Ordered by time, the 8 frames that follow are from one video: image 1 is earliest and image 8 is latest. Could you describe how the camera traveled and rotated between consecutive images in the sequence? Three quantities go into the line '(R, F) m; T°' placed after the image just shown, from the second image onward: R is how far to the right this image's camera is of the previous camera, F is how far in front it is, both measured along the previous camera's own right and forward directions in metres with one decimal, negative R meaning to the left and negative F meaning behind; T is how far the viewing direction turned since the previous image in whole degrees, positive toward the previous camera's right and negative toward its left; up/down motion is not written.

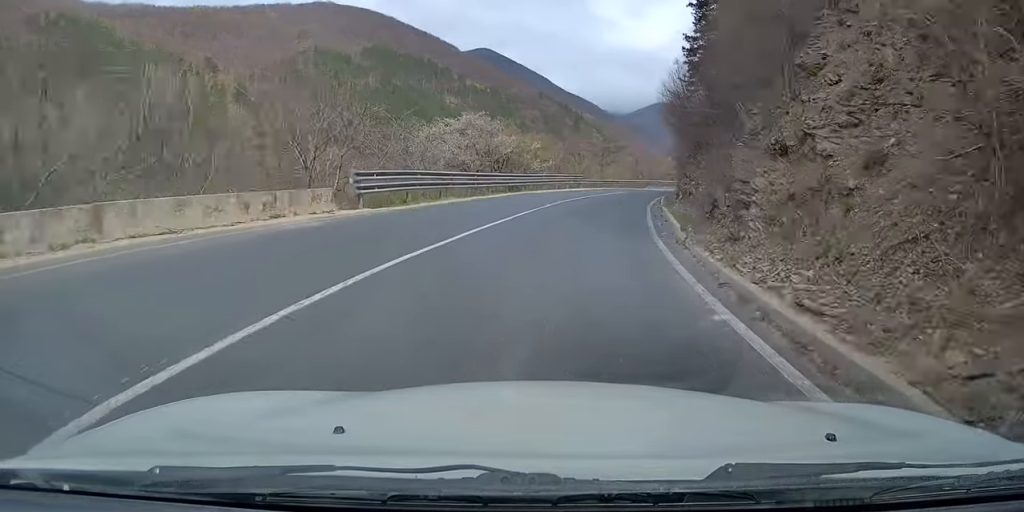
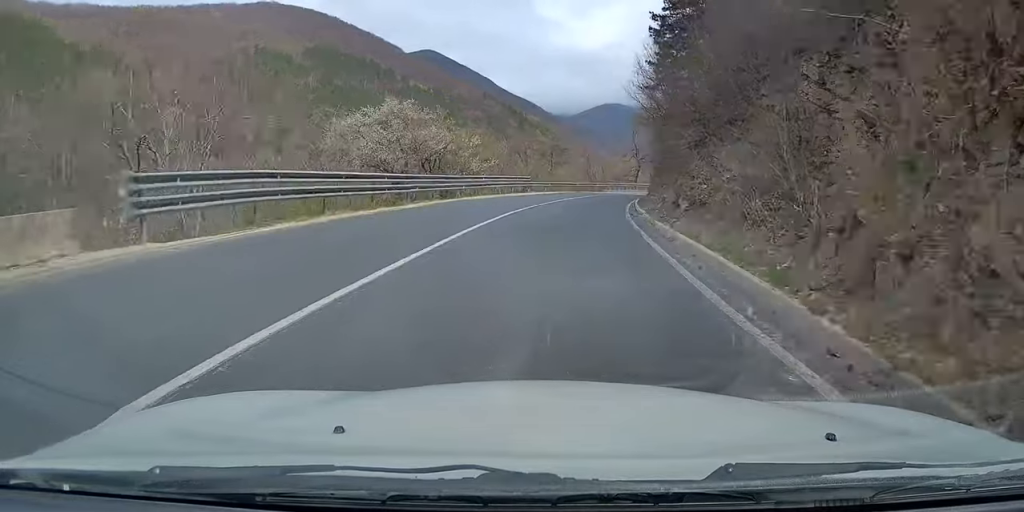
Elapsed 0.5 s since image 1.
(0.0, +10.5) m; +4°
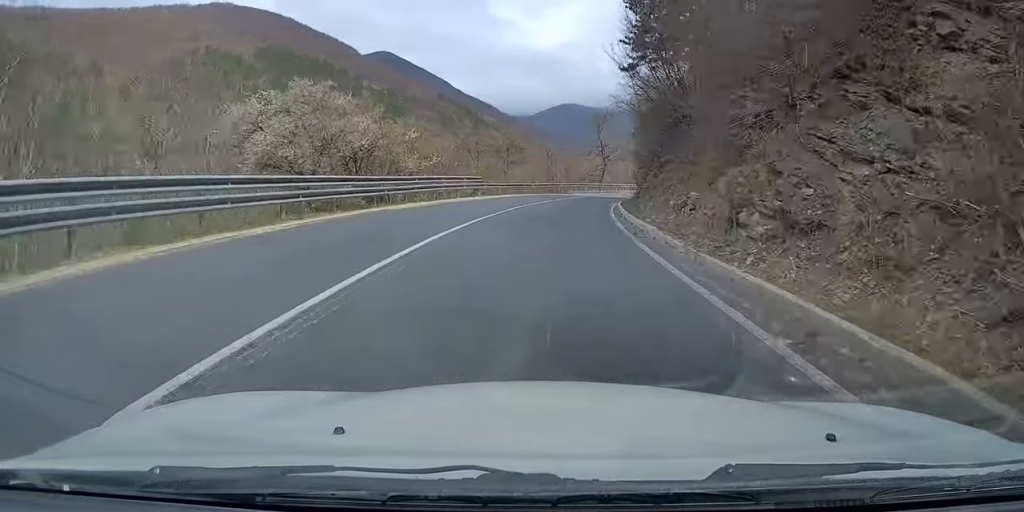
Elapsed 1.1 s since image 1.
(+0.6, +9.9) m; +4°
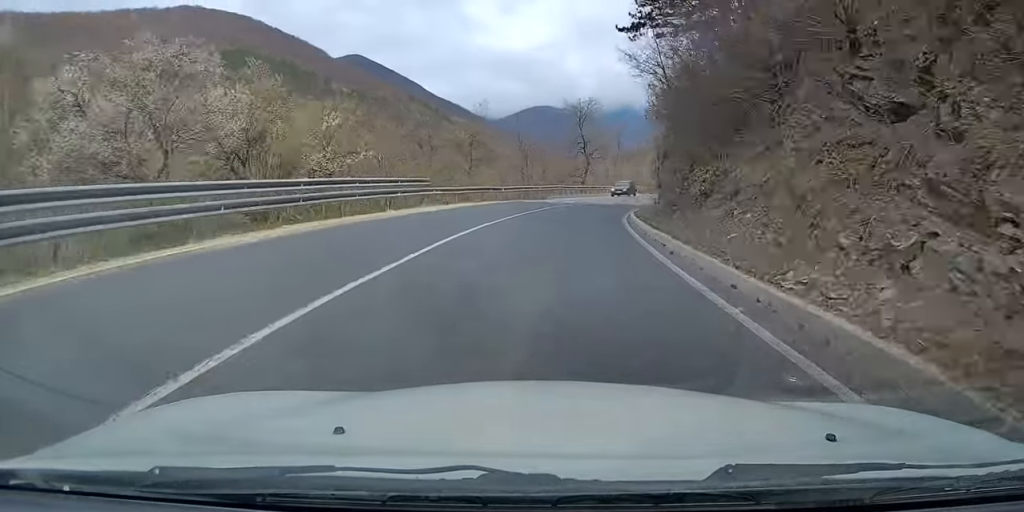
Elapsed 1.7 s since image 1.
(+0.7, +12.1) m; +5°
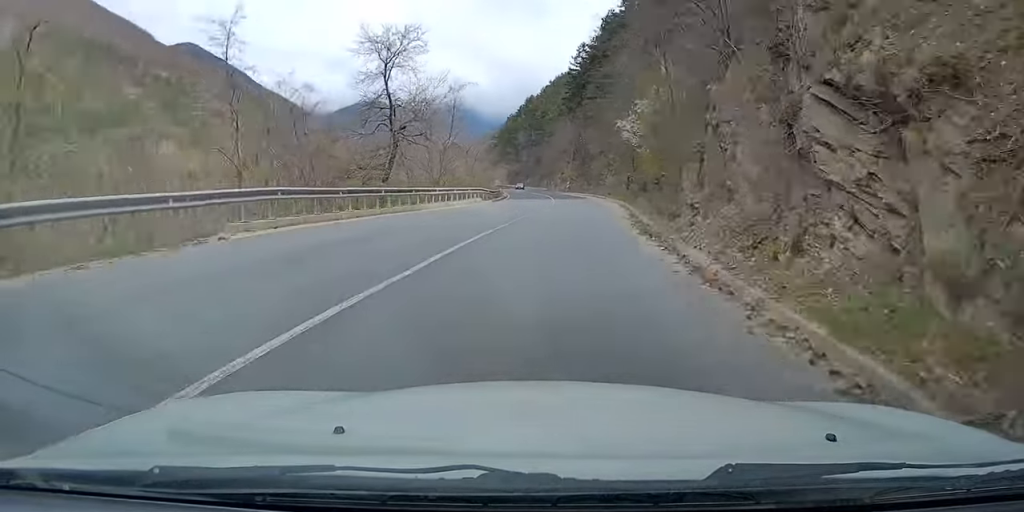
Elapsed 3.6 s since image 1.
(+3.1, +35.4) m; +9°
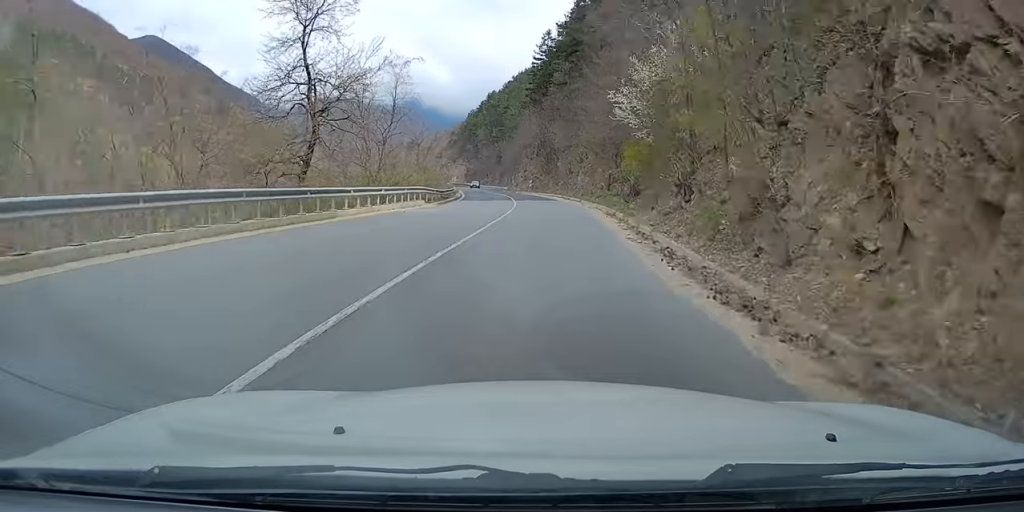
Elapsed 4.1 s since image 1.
(+0.2, +9.5) m; +1°
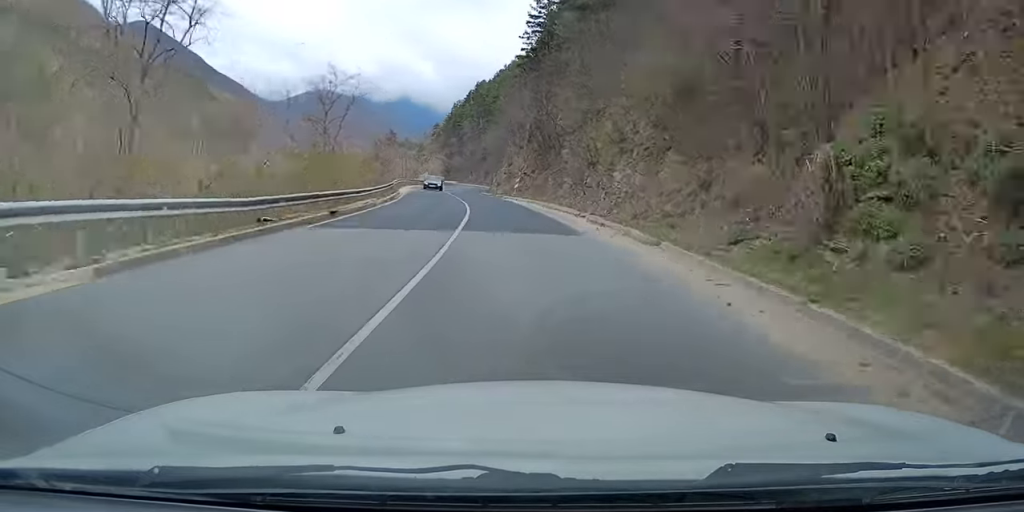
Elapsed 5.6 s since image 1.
(-0.2, +27.7) m; -3°
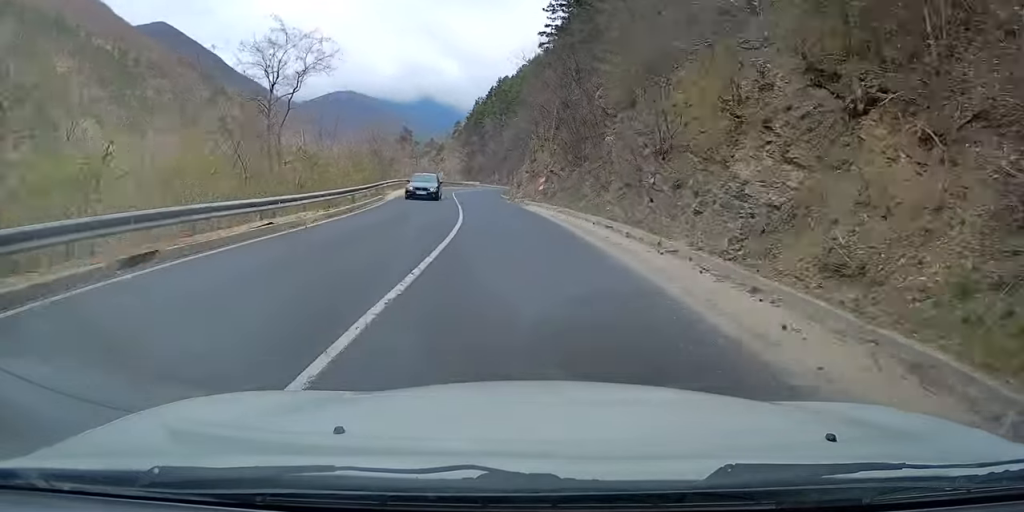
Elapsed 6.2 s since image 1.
(-0.4, +10.9) m; -2°
